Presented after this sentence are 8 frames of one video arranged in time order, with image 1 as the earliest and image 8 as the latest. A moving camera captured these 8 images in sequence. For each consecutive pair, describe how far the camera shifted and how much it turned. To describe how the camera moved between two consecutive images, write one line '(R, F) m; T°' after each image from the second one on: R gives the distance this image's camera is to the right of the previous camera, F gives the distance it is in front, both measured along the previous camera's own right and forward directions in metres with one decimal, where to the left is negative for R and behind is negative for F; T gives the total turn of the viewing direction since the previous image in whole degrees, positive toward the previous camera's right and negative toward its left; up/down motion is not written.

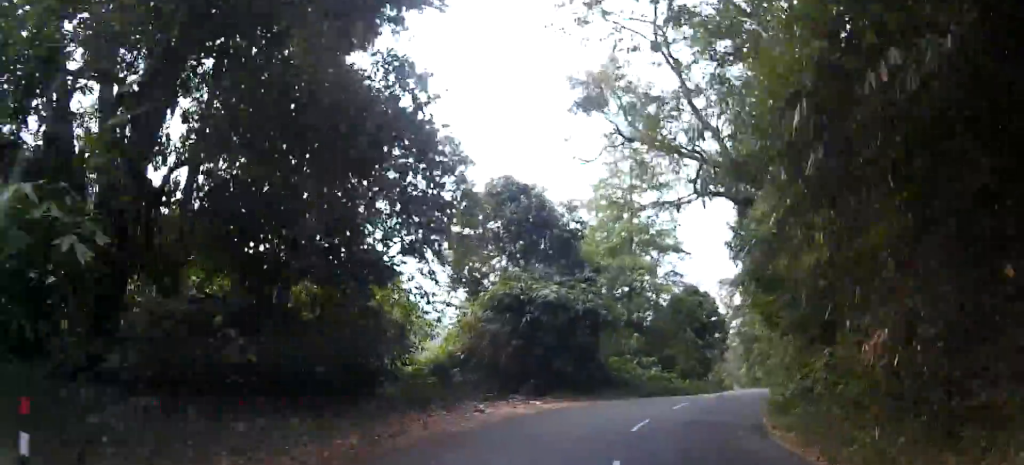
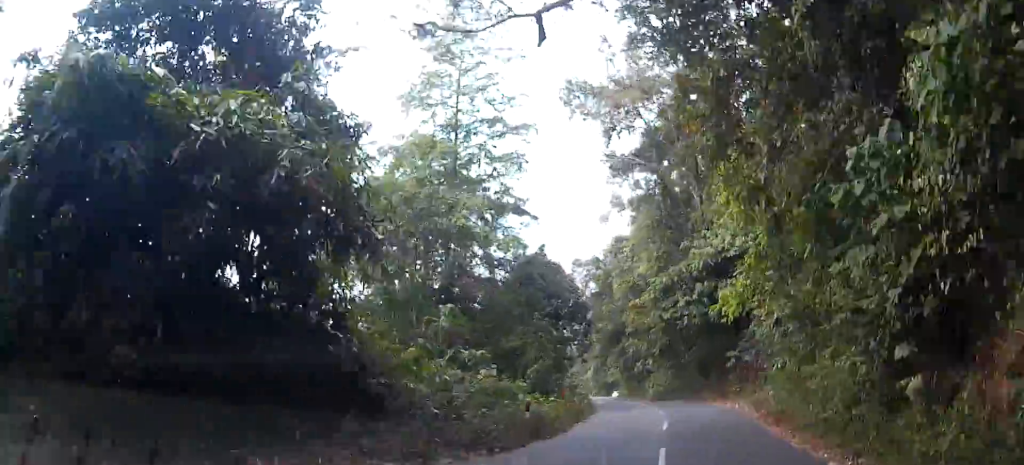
(+0.1, +21.3) m; +2°
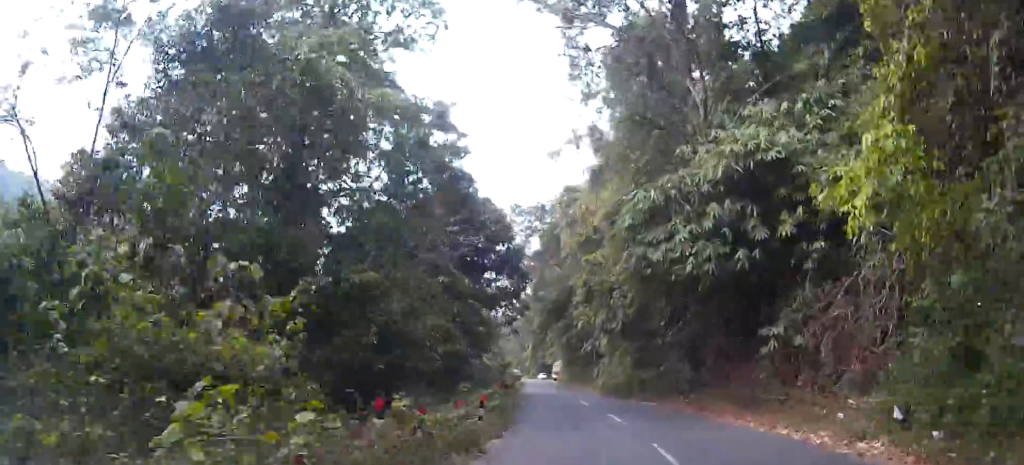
(+0.3, +15.2) m; +3°
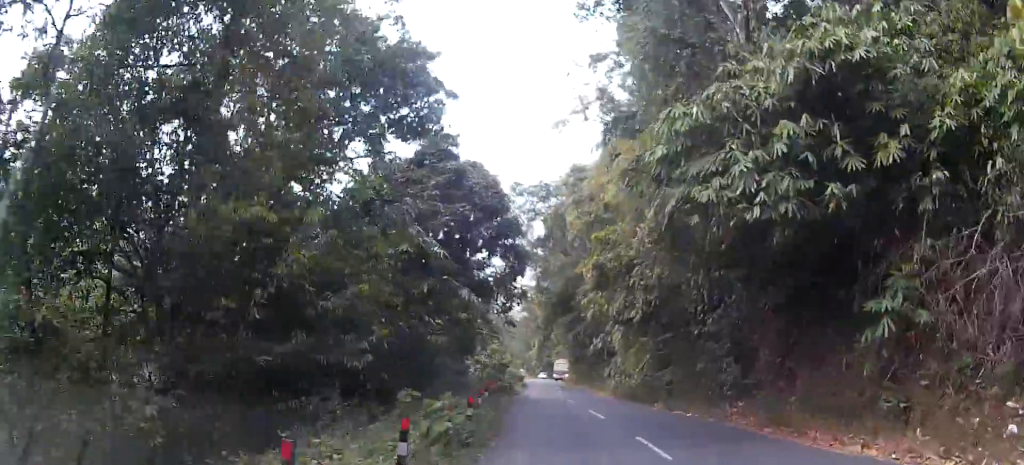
(+0.2, +6.8) m; +1°
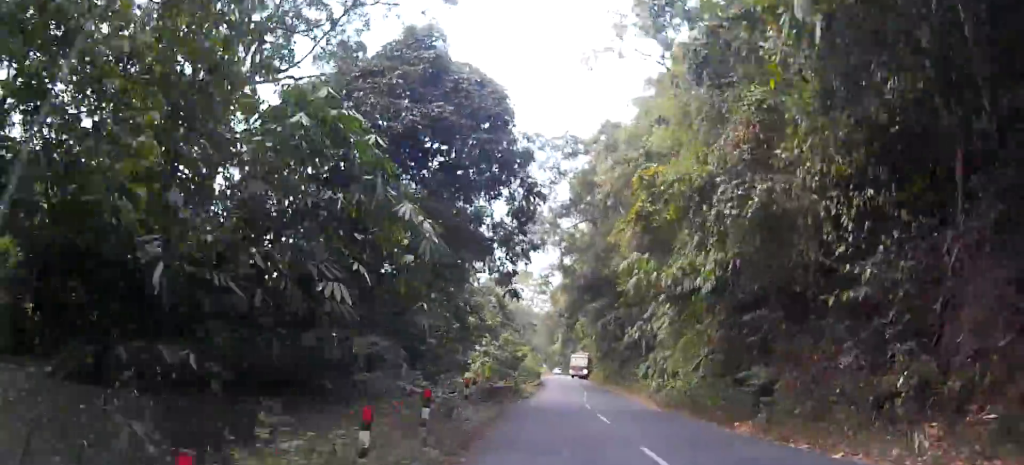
(+0.1, +9.9) m; +1°
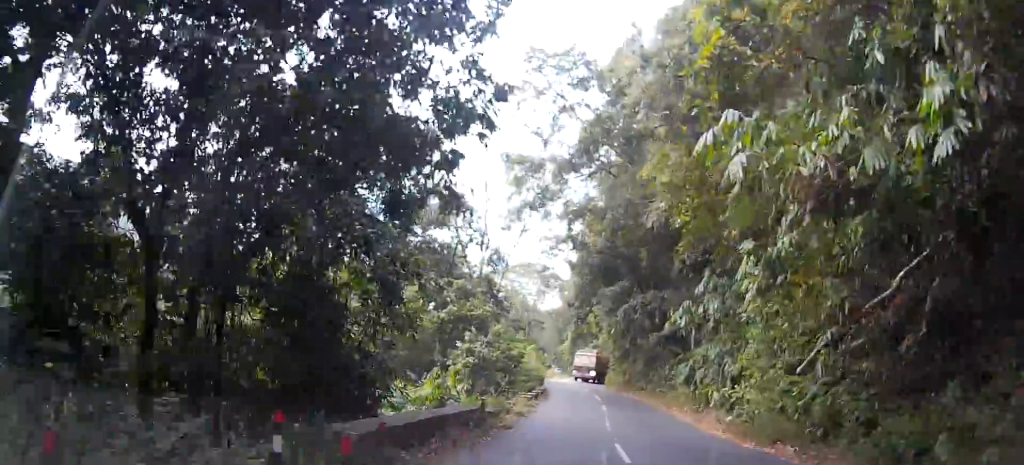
(+0.3, +12.2) m; -1°
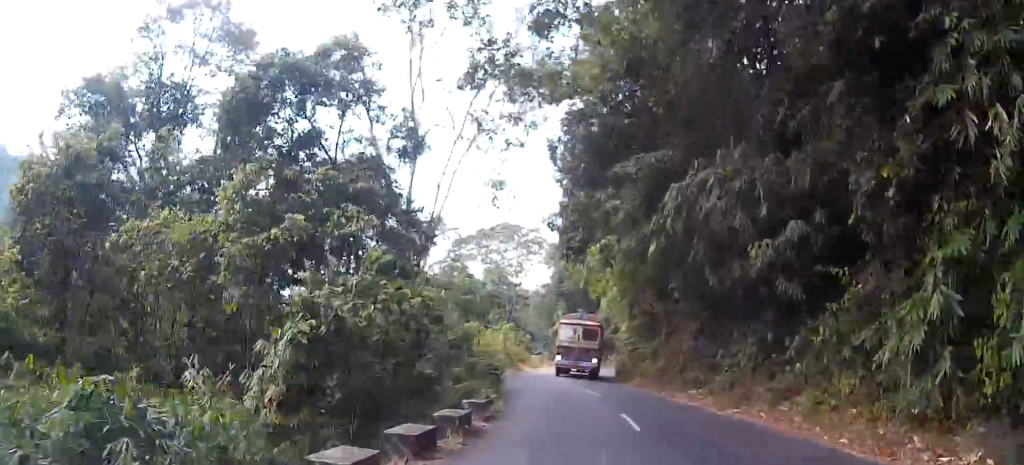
(-1.0, +21.7) m; -4°
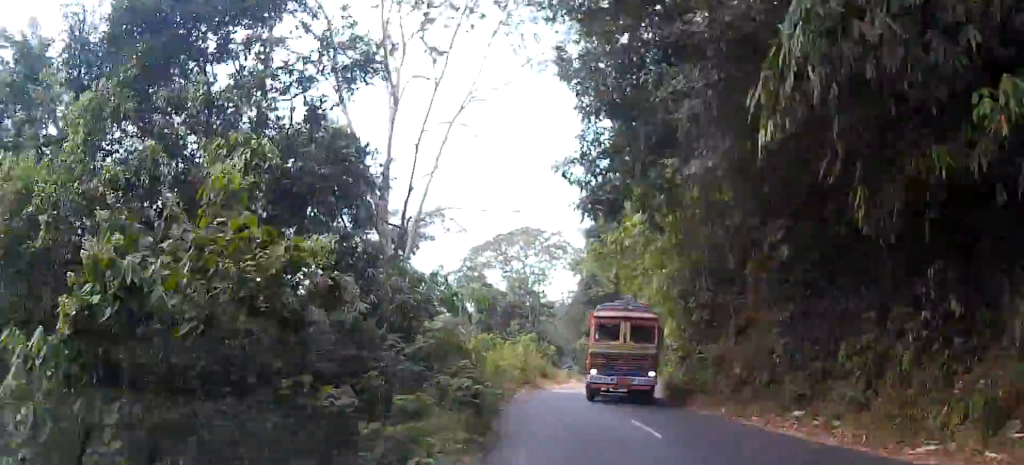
(-0.2, +8.6) m; 0°
